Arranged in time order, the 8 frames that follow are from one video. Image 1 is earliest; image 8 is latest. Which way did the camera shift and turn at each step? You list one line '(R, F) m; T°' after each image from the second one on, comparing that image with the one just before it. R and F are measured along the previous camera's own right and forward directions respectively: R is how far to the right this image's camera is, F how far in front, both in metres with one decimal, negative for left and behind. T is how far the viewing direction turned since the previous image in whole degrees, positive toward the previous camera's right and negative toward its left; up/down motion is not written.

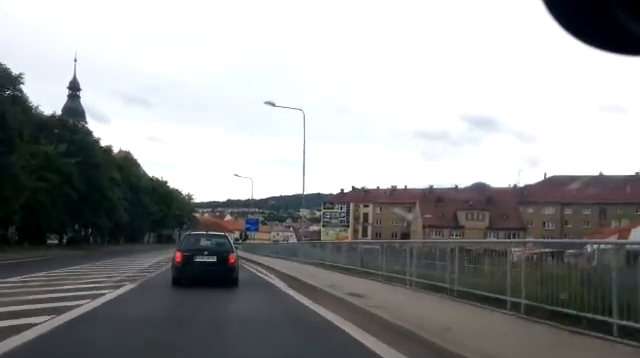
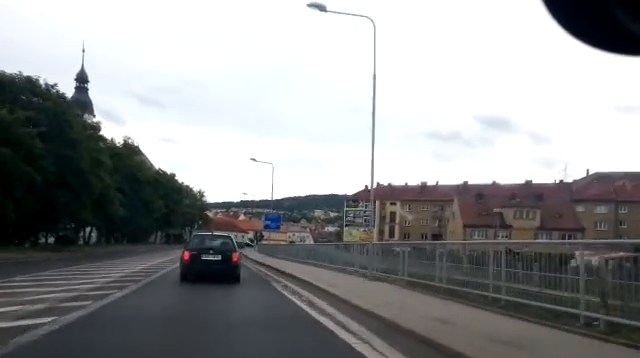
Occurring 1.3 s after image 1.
(+0.7, +12.0) m; +4°
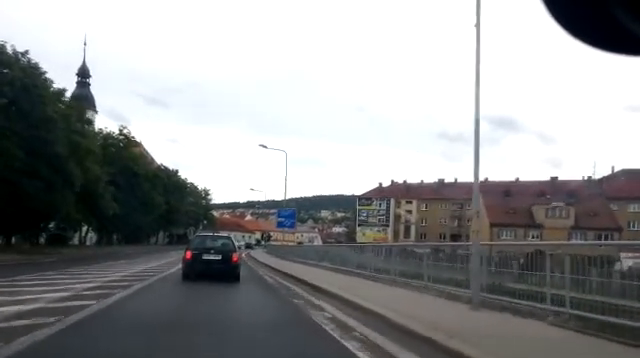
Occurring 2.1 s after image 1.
(+0.1, +6.9) m; 0°
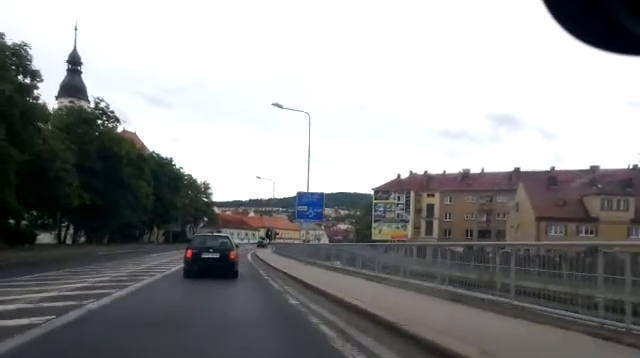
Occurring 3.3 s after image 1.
(-0.1, +11.7) m; 0°
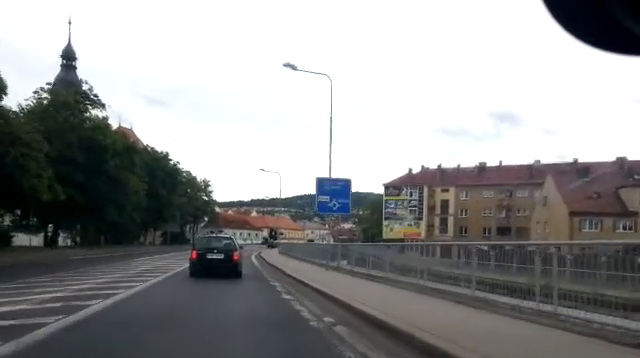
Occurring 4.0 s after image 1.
(+0.1, +6.3) m; 0°
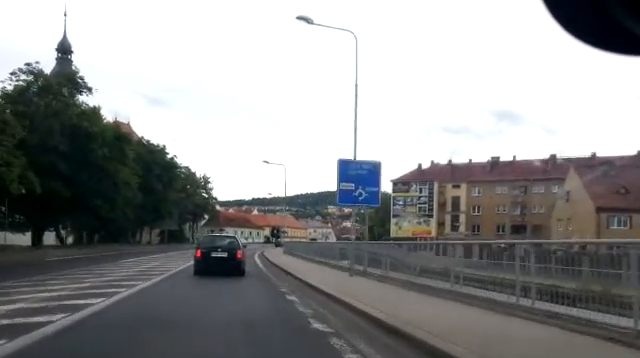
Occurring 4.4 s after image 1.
(0.0, +4.4) m; 0°
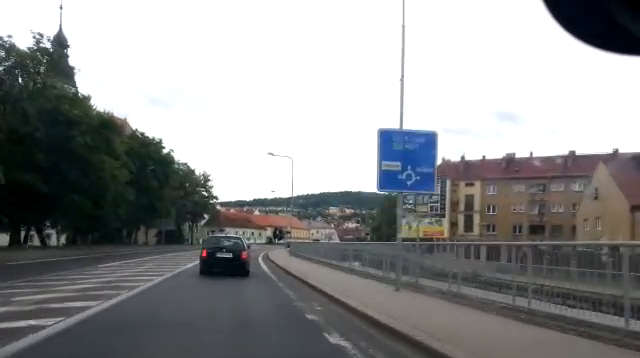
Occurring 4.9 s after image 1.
(0.0, +4.7) m; 0°
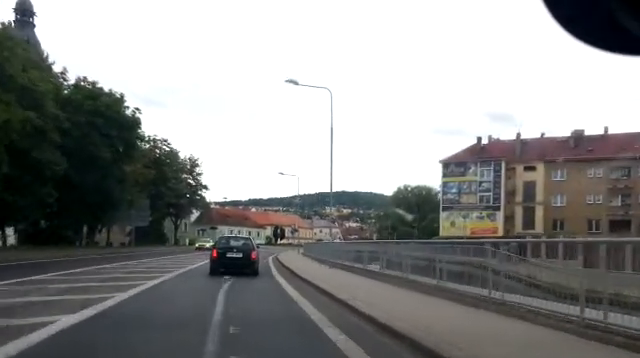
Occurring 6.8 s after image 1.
(+0.2, +18.4) m; +1°
